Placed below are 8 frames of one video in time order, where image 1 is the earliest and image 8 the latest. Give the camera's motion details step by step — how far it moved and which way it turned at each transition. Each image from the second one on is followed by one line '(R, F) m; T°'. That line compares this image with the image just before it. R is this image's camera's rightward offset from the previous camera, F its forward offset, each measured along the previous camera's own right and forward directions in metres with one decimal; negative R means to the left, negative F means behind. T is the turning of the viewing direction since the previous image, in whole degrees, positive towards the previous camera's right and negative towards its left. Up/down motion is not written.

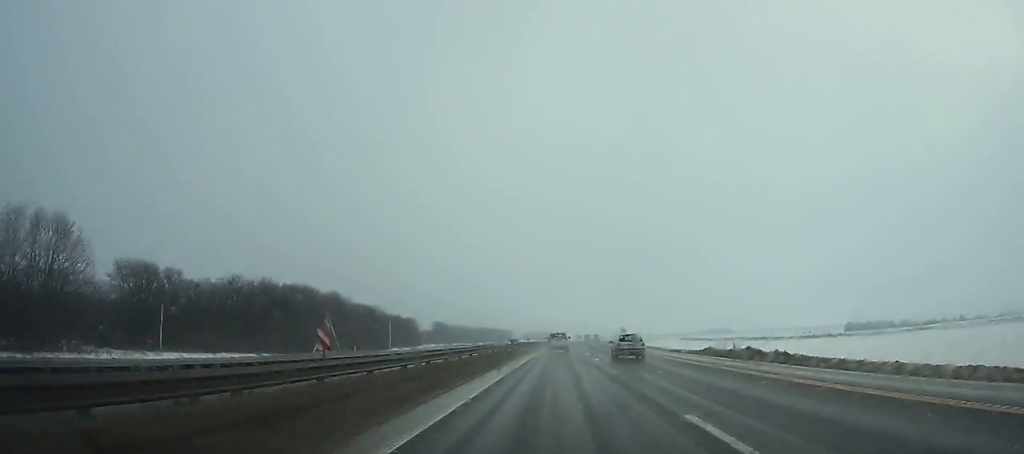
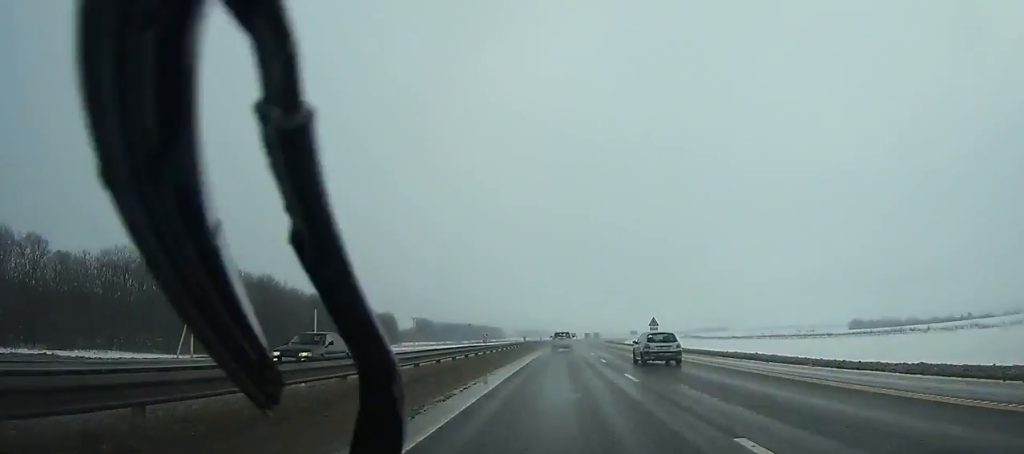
(0.0, +37.4) m; +1°
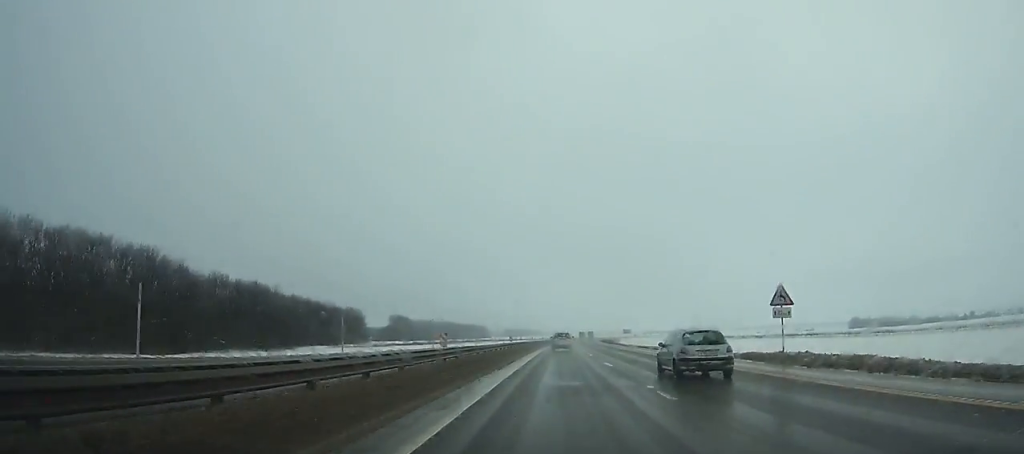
(+0.7, +41.0) m; +1°
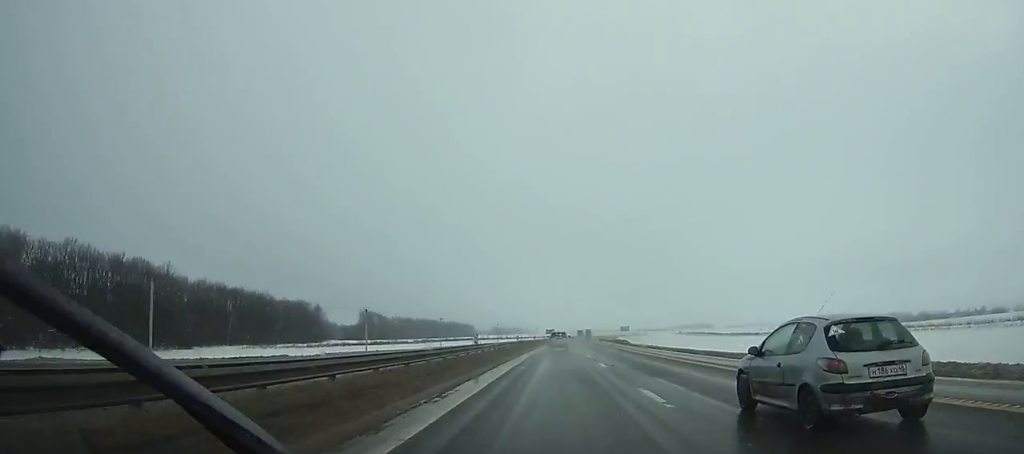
(+0.4, +49.7) m; +1°
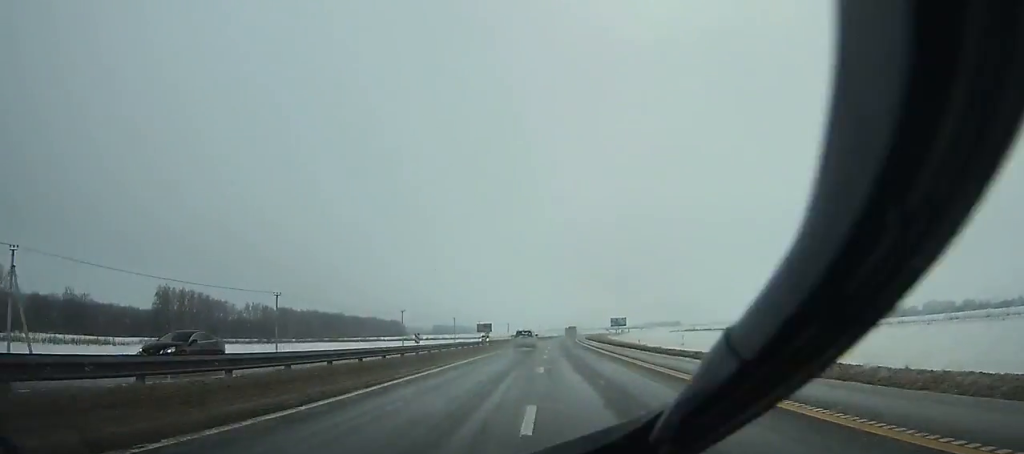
(+6.9, +182.8) m; +4°
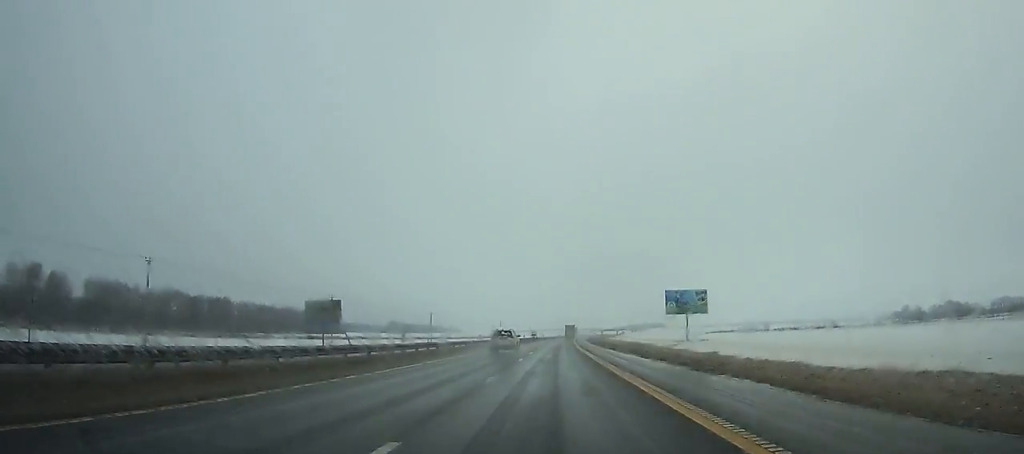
(+2.4, +145.7) m; +2°
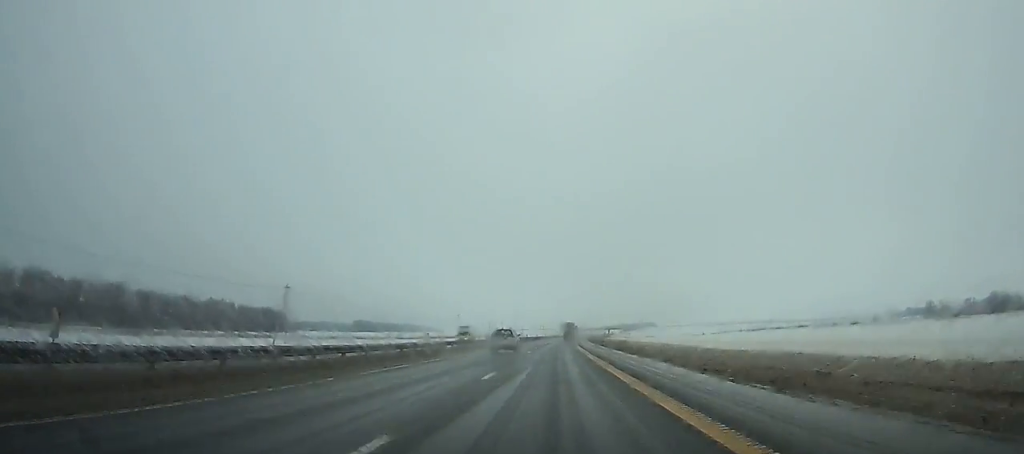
(+1.0, +84.2) m; +2°
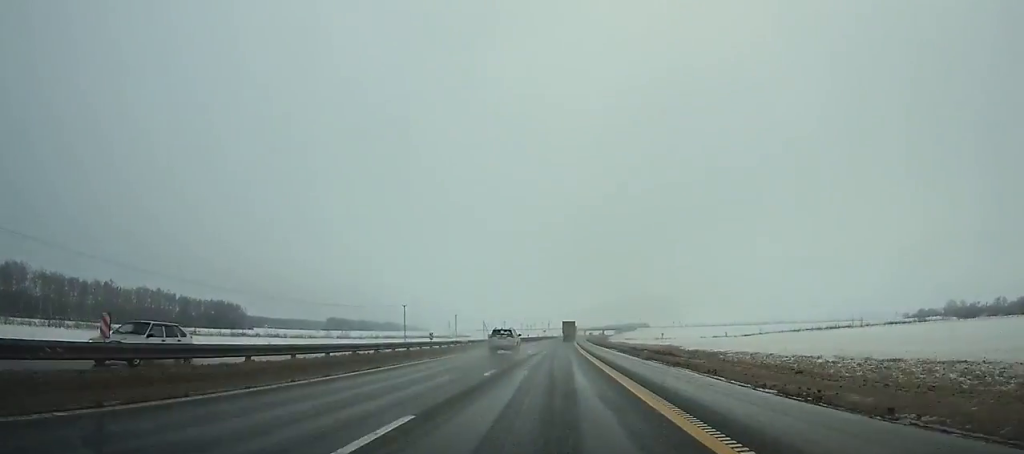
(+0.9, +57.9) m; +1°
